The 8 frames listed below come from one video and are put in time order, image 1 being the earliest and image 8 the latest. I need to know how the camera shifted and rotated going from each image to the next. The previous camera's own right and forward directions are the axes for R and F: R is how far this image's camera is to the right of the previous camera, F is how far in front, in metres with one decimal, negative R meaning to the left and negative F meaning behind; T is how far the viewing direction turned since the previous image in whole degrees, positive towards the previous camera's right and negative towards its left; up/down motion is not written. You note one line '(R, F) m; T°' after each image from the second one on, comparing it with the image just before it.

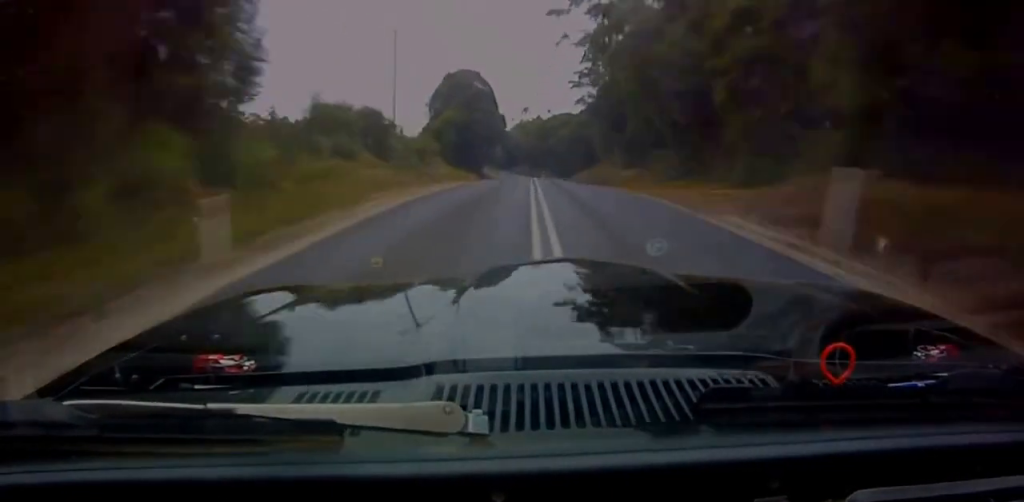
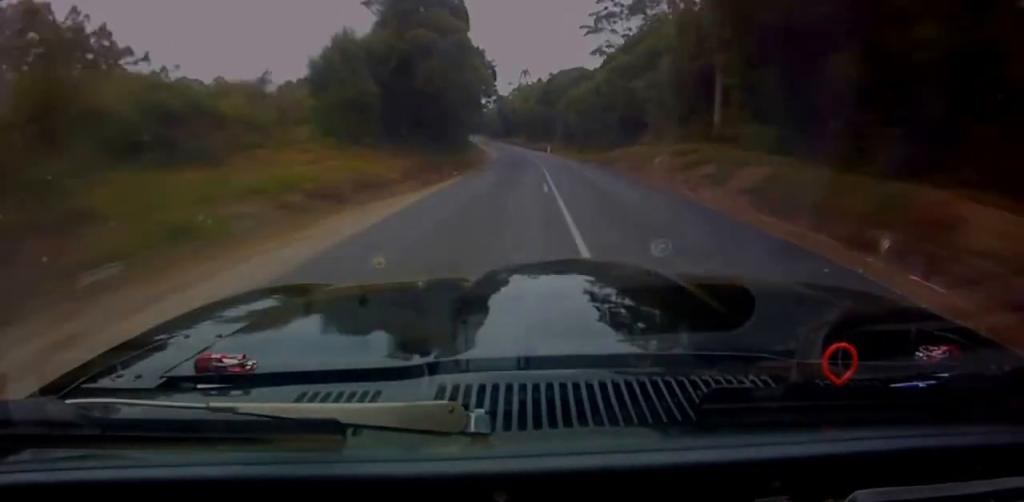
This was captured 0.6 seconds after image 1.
(+0.2, +32.3) m; -1°
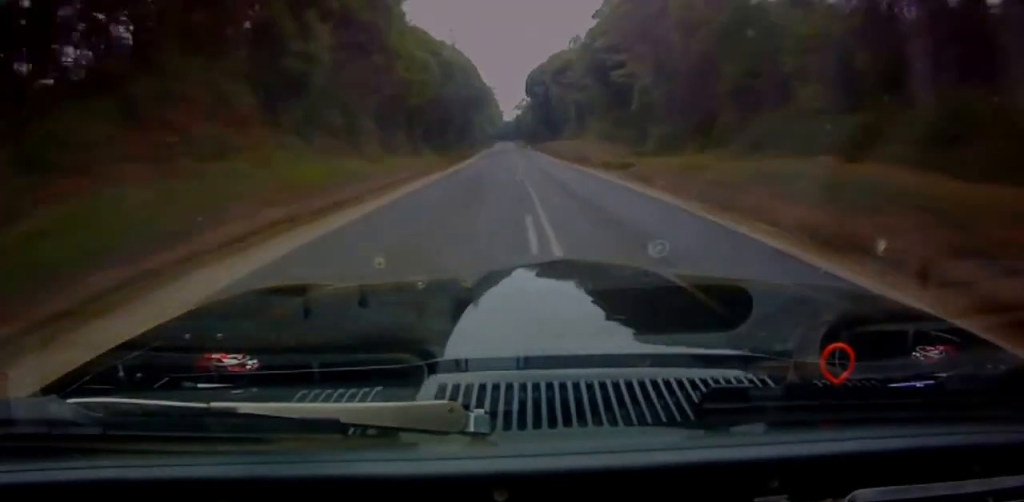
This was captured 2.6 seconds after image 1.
(-4.5, +108.2) m; -4°
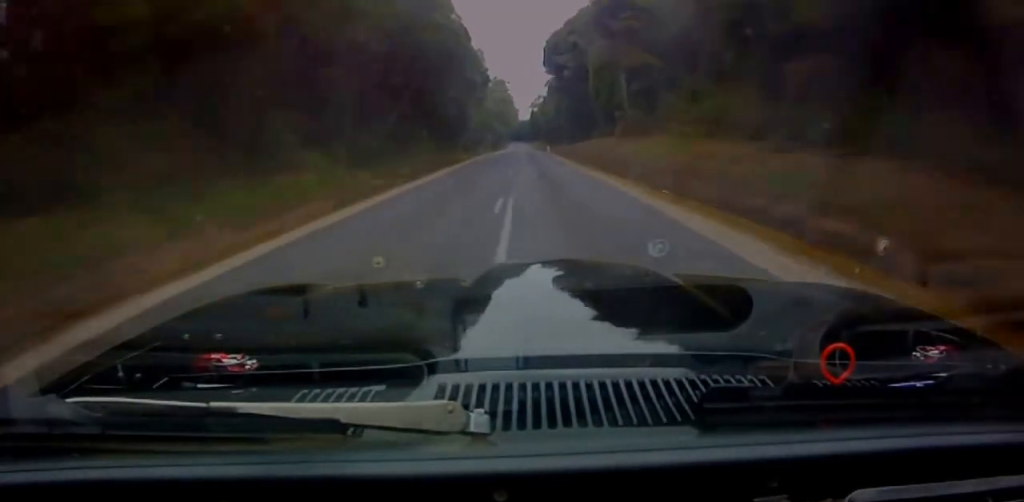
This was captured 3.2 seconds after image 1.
(-0.5, +33.9) m; 0°
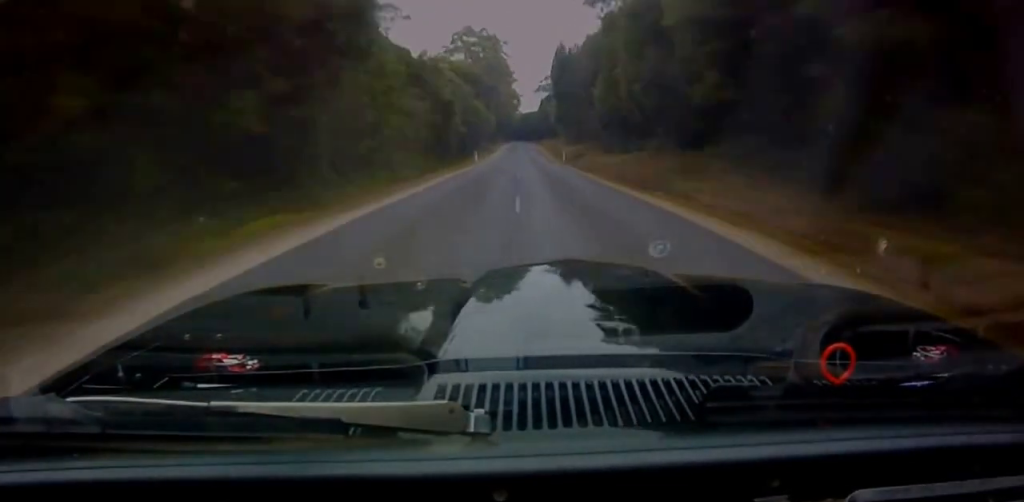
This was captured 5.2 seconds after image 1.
(-0.1, +113.5) m; 0°
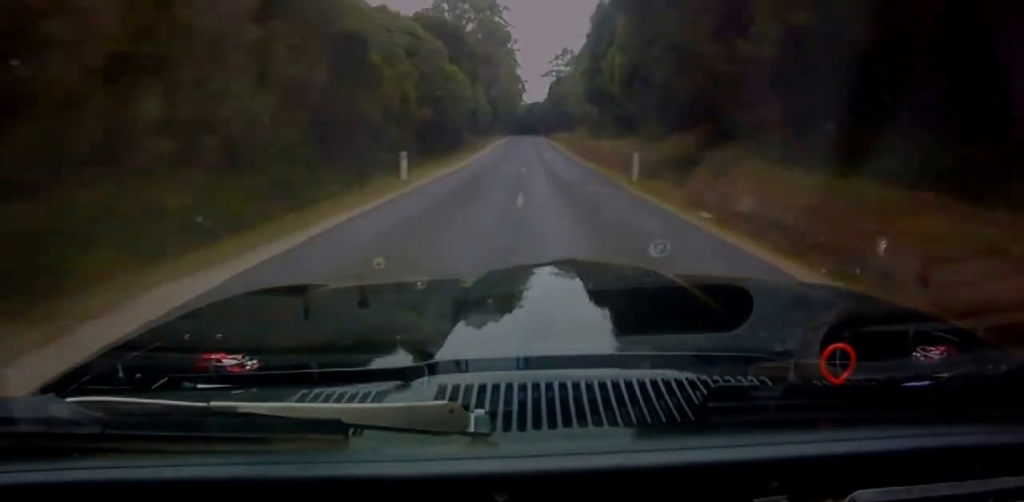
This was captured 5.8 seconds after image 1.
(0.0, +36.4) m; 0°
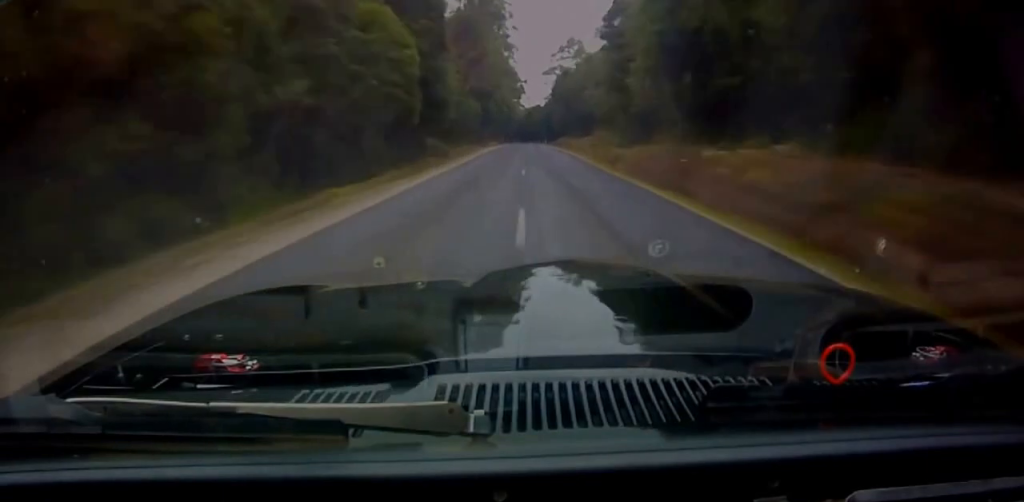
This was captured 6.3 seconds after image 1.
(-0.1, +28.2) m; 0°
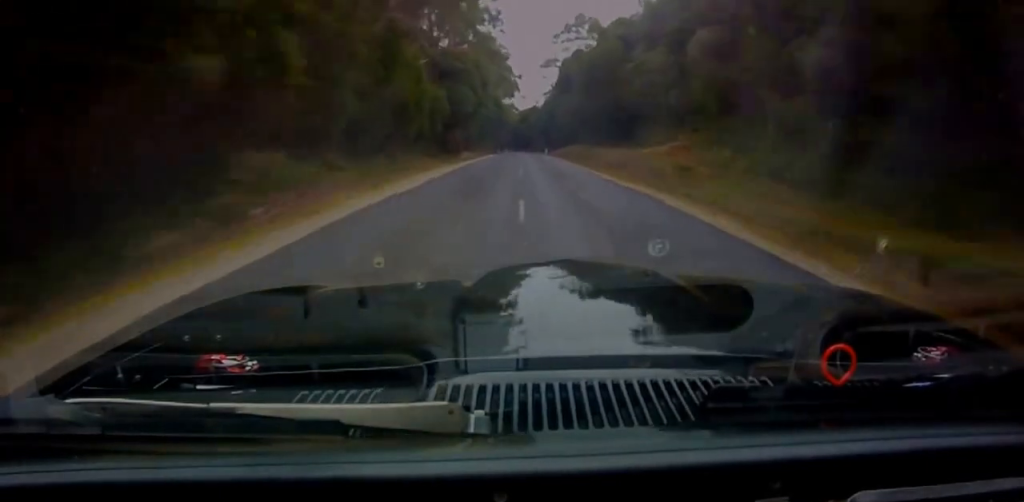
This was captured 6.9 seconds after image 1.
(0.0, +32.8) m; 0°
